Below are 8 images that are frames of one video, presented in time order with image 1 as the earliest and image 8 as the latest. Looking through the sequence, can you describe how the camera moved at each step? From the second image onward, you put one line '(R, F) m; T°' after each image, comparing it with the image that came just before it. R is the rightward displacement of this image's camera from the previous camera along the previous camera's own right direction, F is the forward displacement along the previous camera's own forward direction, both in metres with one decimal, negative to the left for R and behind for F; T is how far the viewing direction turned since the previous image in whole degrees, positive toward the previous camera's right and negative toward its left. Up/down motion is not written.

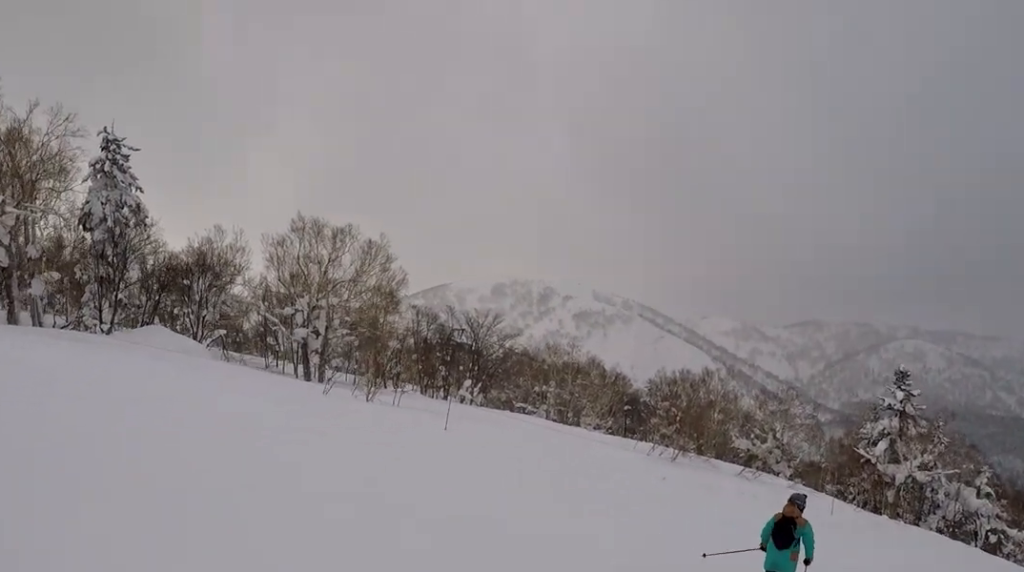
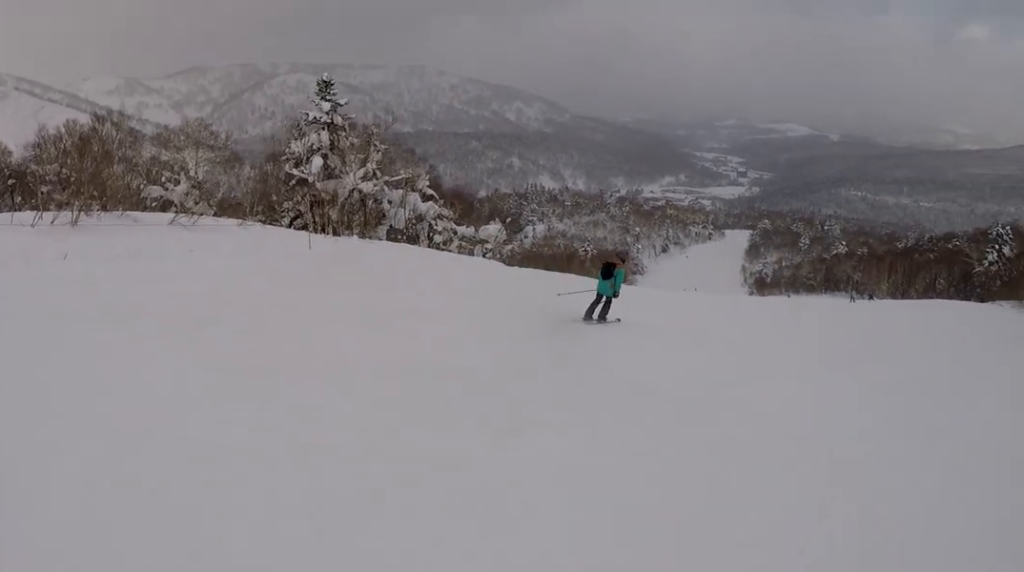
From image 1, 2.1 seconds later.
(+2.6, +10.5) m; +36°
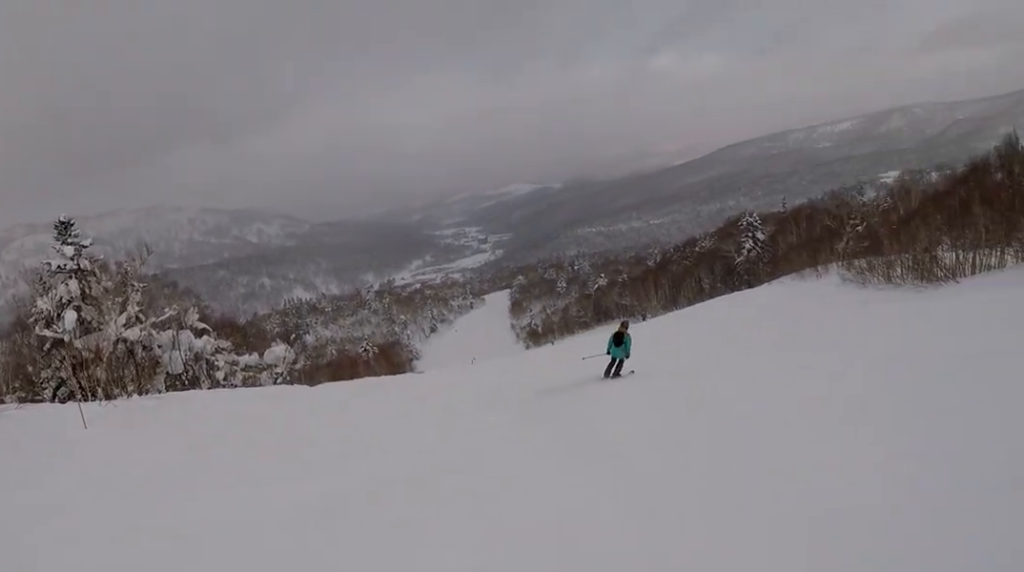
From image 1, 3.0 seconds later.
(+1.1, +5.3) m; +23°
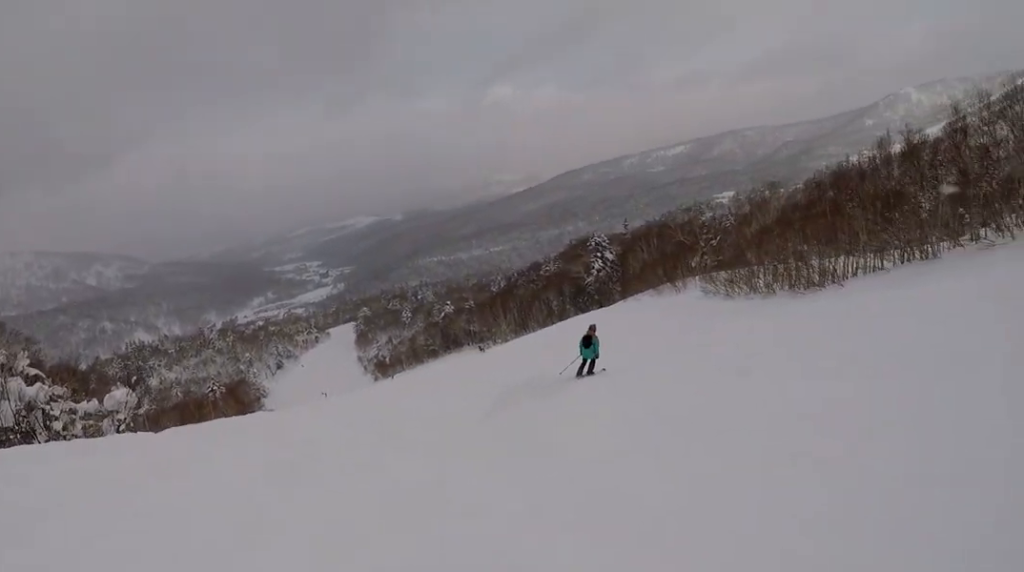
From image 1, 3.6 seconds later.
(+0.6, +3.5) m; +12°
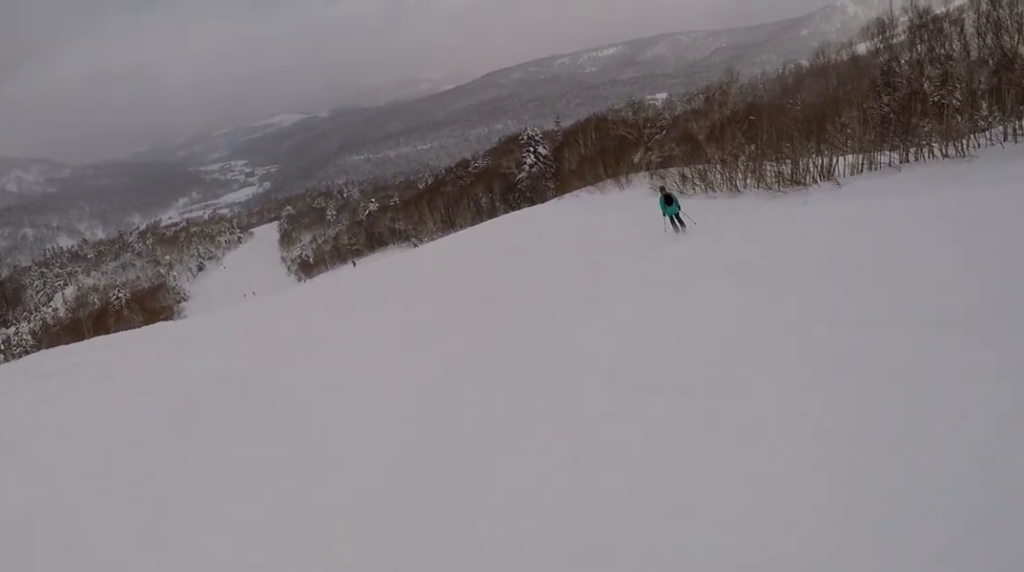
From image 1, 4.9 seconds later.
(+1.5, +7.4) m; +8°
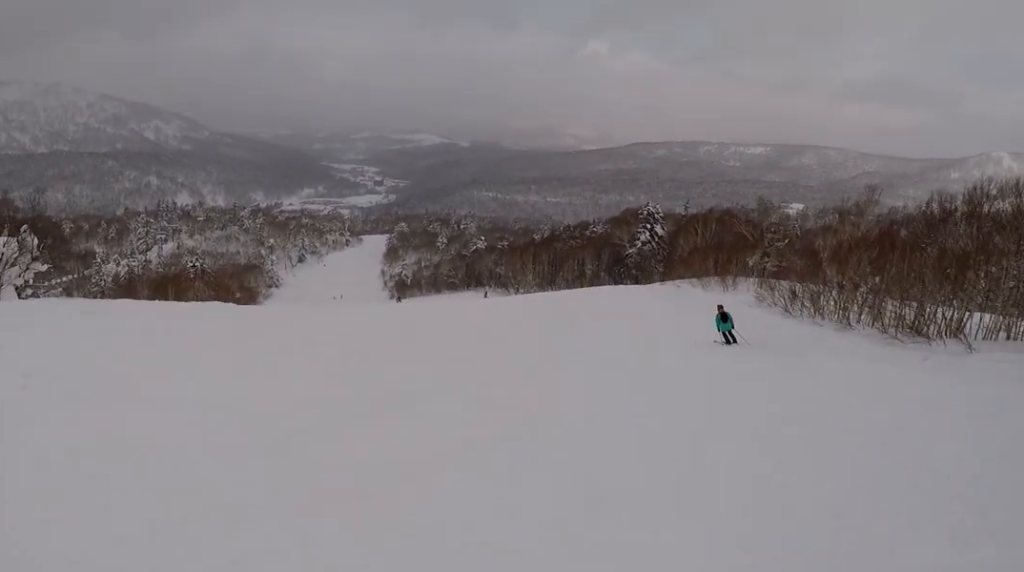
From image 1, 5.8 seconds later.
(-0.7, +5.6) m; -21°
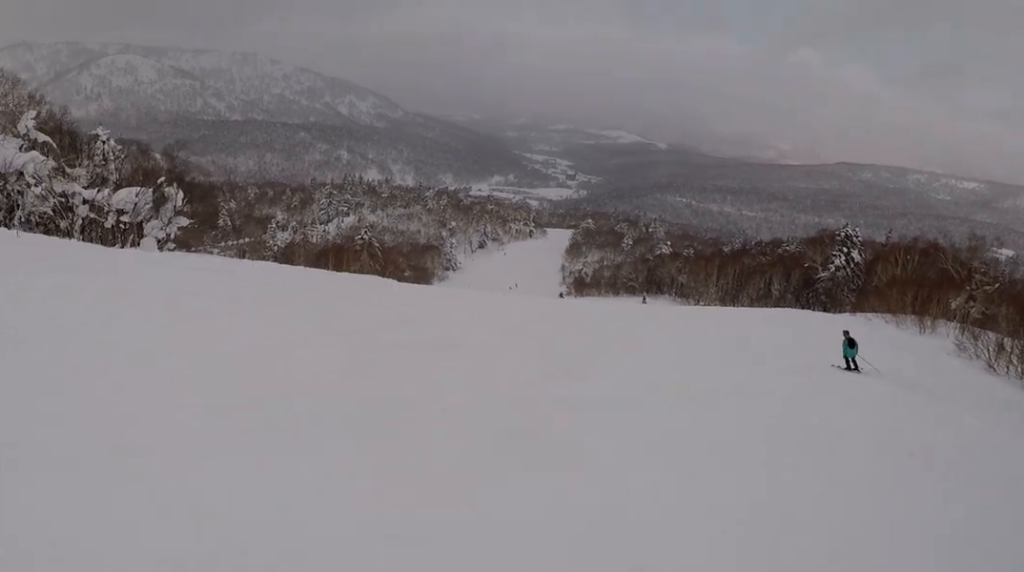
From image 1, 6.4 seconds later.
(-0.6, +3.4) m; -14°
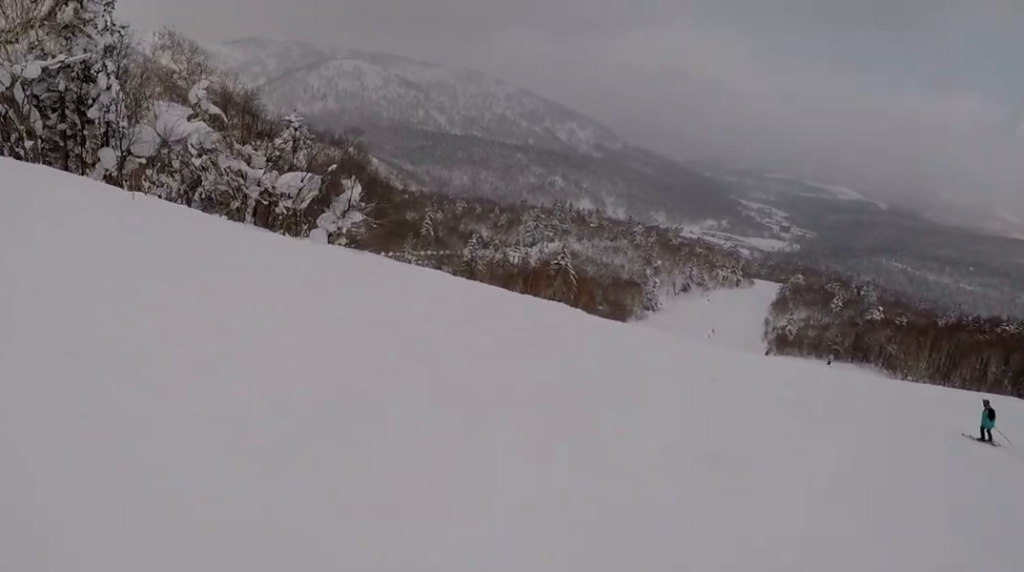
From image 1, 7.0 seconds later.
(-0.7, +4.2) m; -15°
